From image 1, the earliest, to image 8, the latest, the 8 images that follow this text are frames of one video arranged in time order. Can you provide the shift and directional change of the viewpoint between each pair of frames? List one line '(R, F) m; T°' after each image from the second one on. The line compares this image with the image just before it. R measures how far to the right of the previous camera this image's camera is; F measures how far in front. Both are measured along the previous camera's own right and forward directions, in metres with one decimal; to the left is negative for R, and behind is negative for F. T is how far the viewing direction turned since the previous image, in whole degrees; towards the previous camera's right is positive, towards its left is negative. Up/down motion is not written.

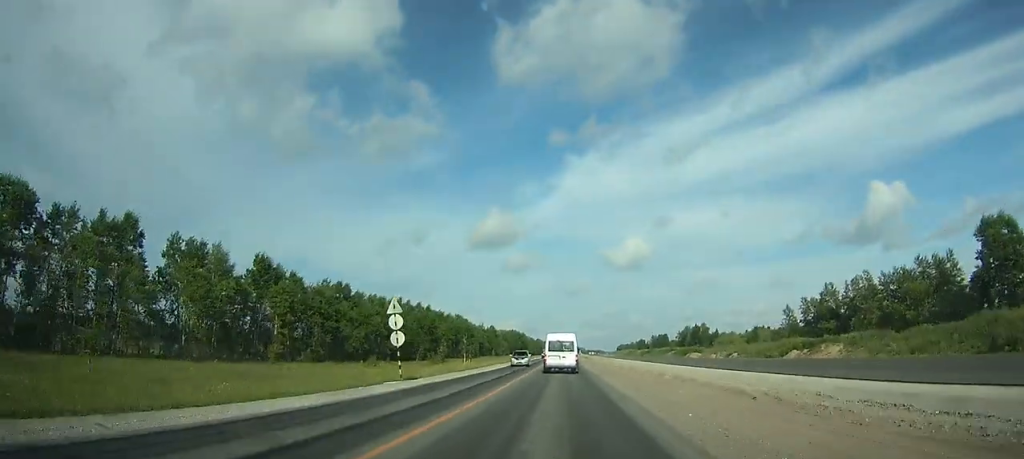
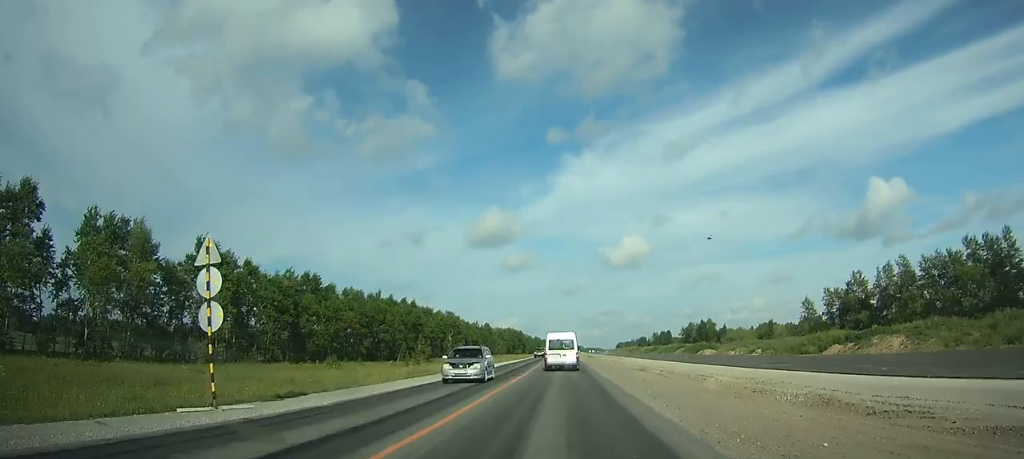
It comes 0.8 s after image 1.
(0.0, +15.8) m; 0°
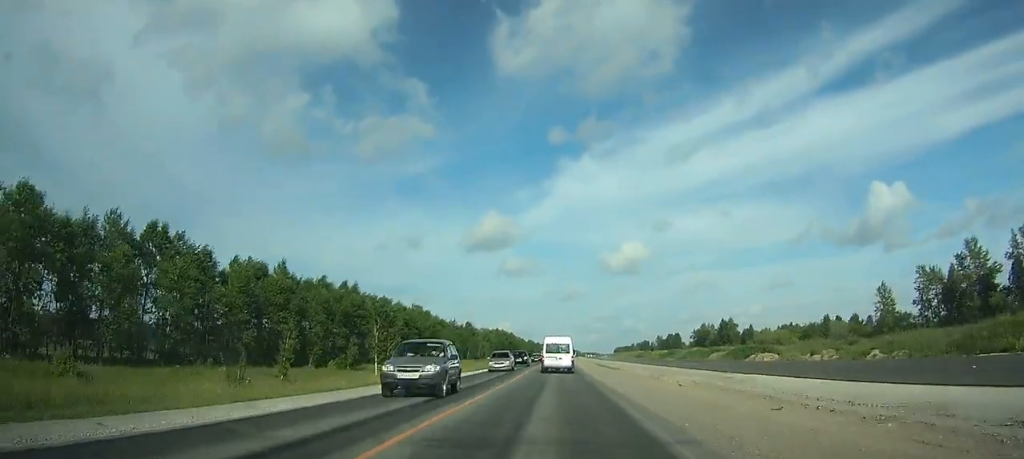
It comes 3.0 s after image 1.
(+0.1, +42.4) m; 0°
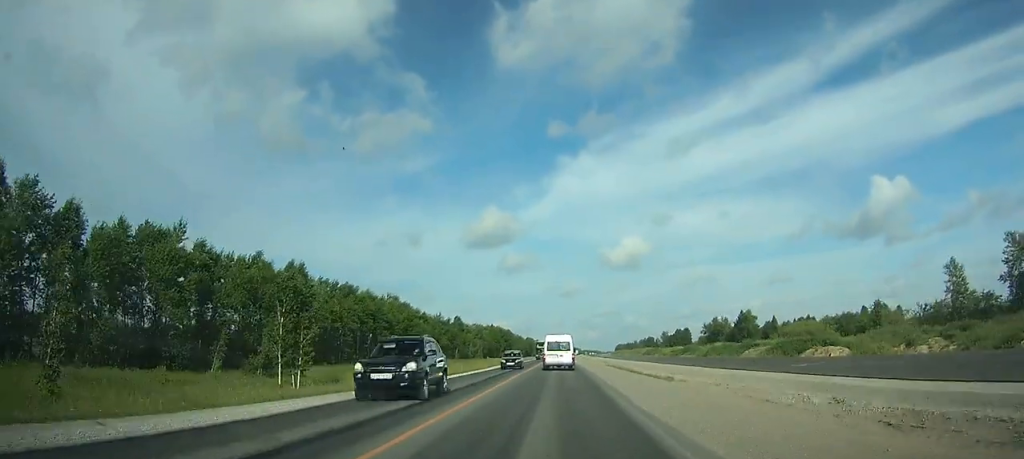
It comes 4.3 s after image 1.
(0.0, +23.8) m; 0°
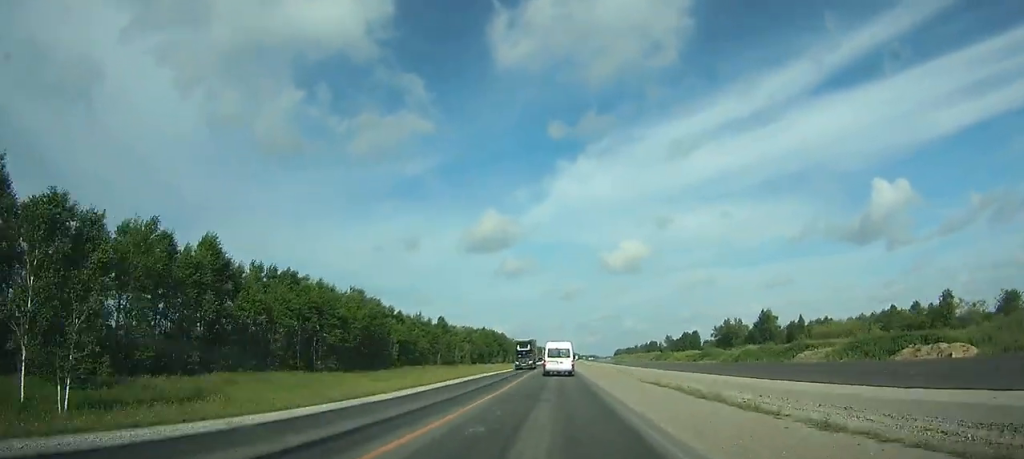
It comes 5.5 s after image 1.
(+0.1, +23.8) m; 0°
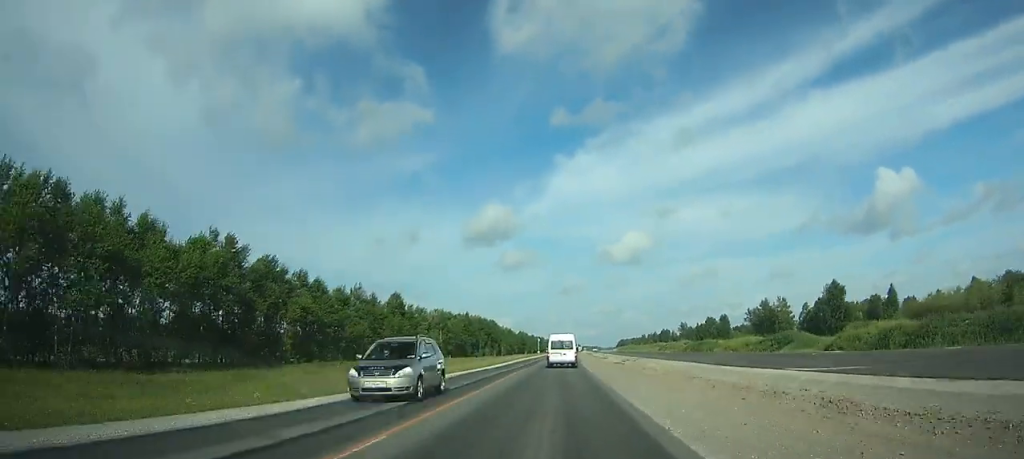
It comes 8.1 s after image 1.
(0.0, +51.8) m; 0°
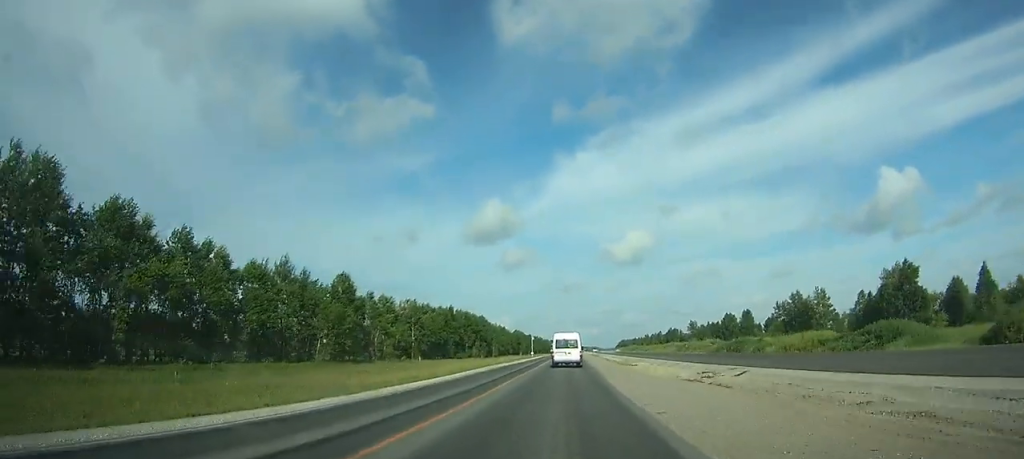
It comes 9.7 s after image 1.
(0.0, +32.7) m; 0°
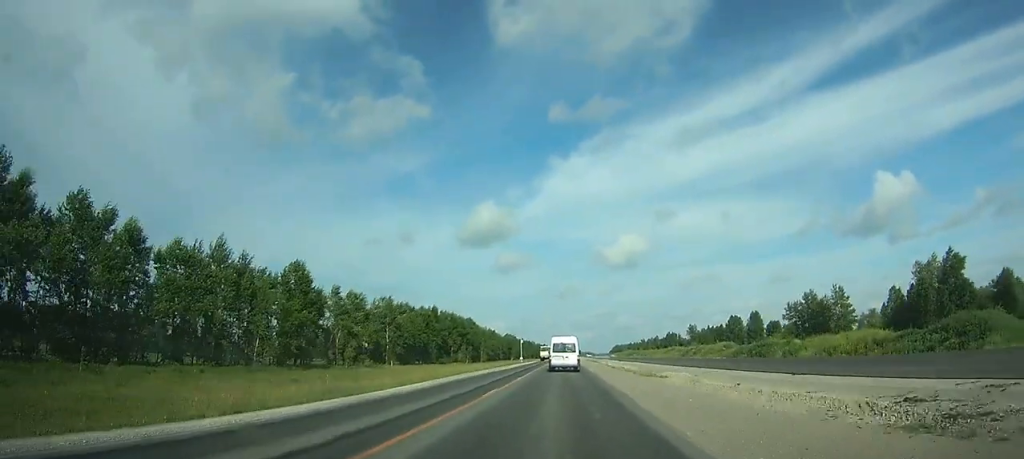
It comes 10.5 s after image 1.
(0.0, +16.2) m; 0°
